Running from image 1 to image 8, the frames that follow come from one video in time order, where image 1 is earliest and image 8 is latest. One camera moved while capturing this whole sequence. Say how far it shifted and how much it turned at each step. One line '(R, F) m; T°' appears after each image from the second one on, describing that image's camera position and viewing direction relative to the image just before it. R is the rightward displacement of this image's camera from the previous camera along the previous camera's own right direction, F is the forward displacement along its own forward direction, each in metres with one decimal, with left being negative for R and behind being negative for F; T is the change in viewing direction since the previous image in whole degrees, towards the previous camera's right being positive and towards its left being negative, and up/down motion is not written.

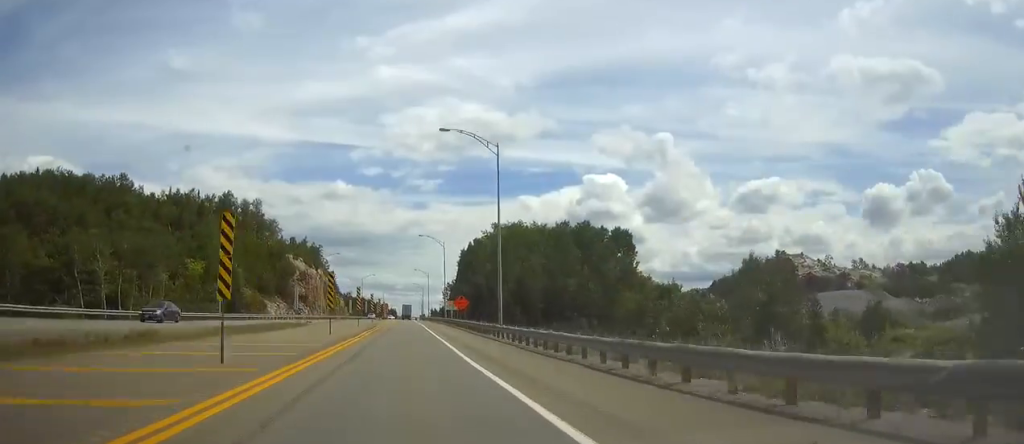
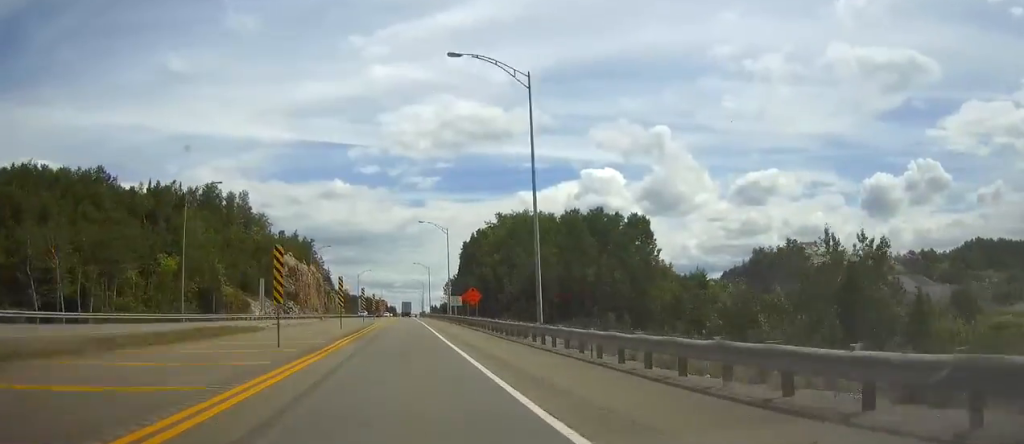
(0.0, +13.3) m; 0°
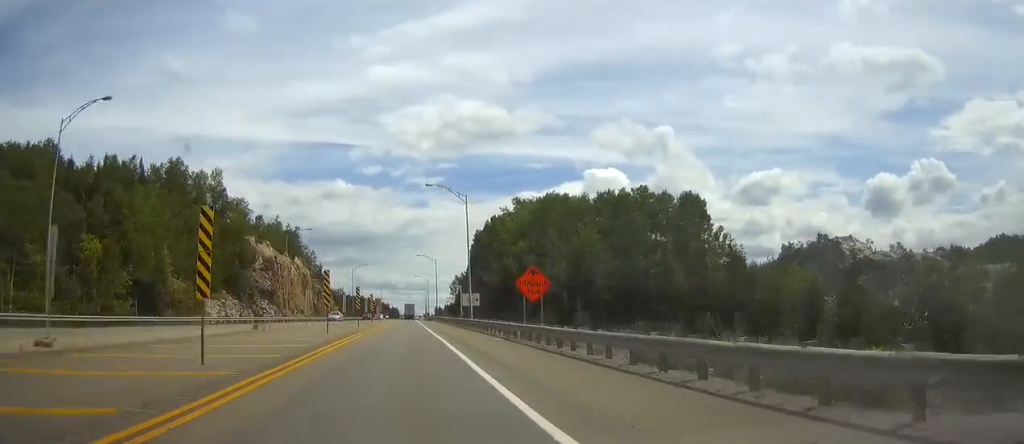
(0.0, +27.7) m; 0°
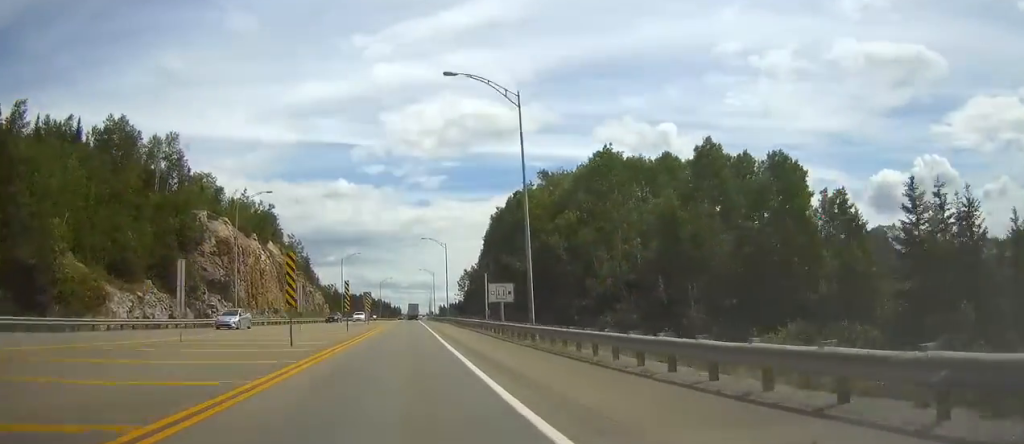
(0.0, +30.8) m; 0°
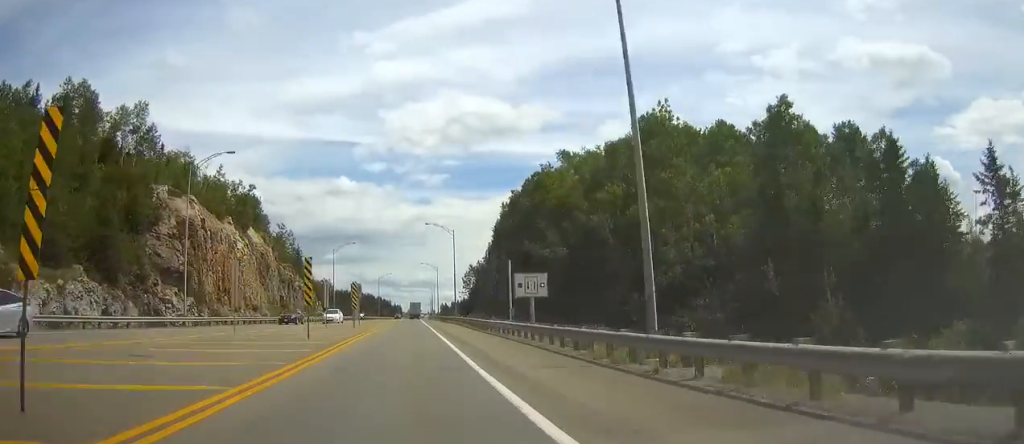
(-0.1, +16.4) m; 0°
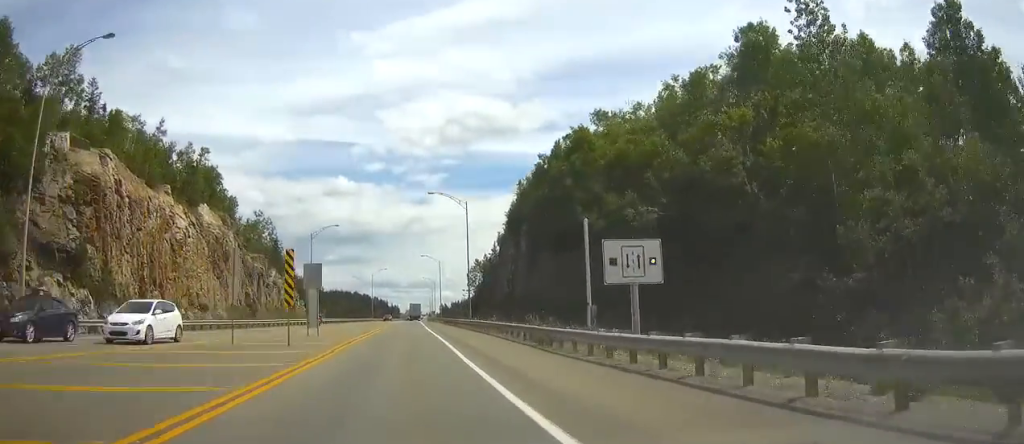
(-0.1, +24.5) m; 0°
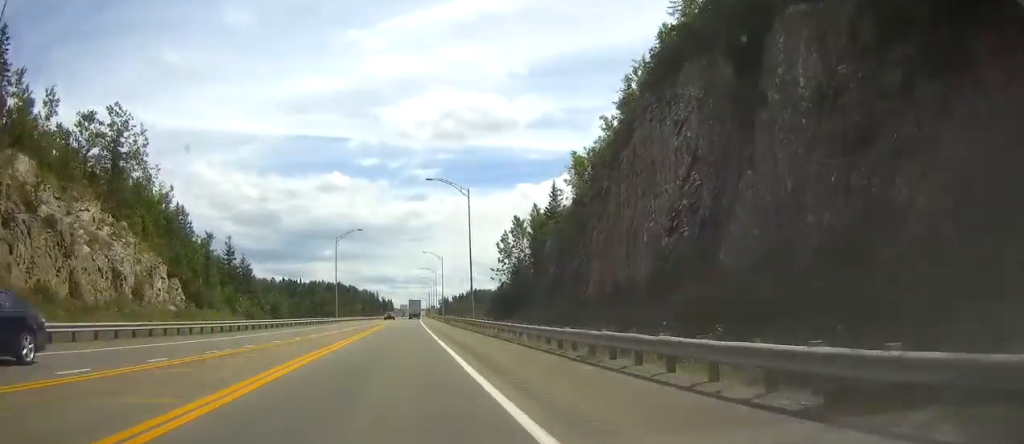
(+0.5, +76.5) m; 0°
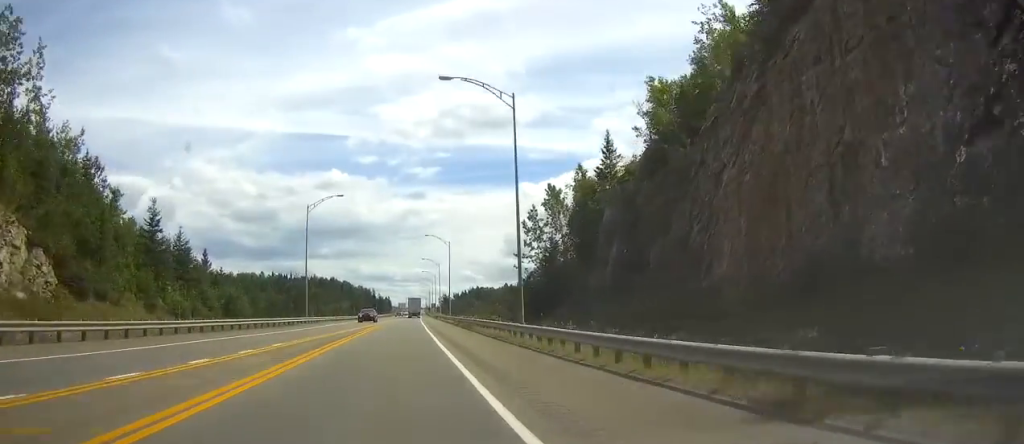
(0.0, +27.5) m; 0°
